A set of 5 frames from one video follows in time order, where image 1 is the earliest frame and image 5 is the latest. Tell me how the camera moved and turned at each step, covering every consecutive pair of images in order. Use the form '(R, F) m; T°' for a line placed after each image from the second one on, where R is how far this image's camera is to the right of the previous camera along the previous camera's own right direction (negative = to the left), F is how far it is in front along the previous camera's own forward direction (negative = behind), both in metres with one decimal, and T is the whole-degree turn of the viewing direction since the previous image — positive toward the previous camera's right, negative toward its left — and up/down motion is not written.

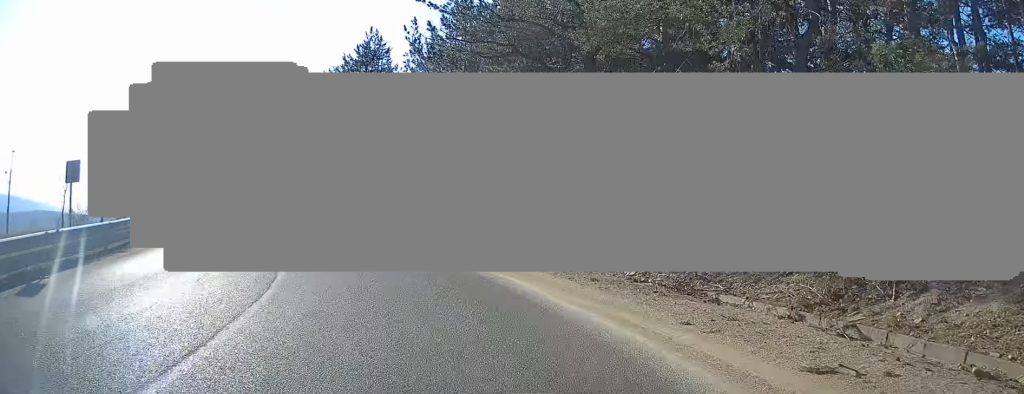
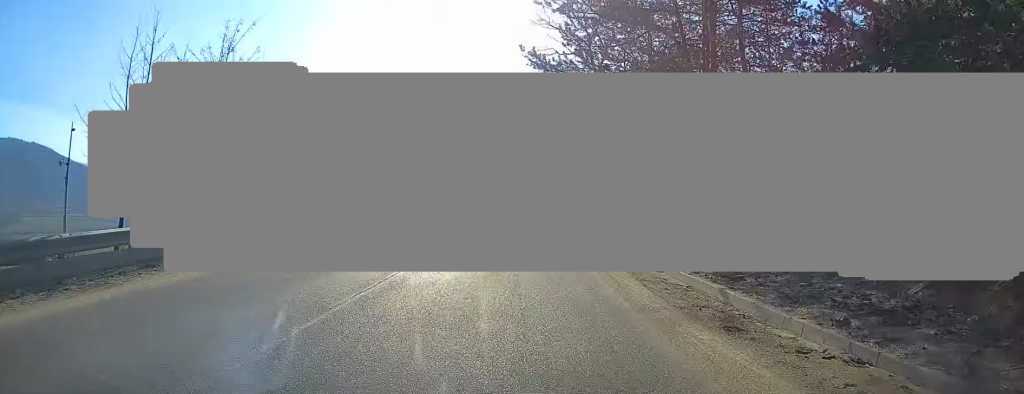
(-6.5, +22.3) m; -29°
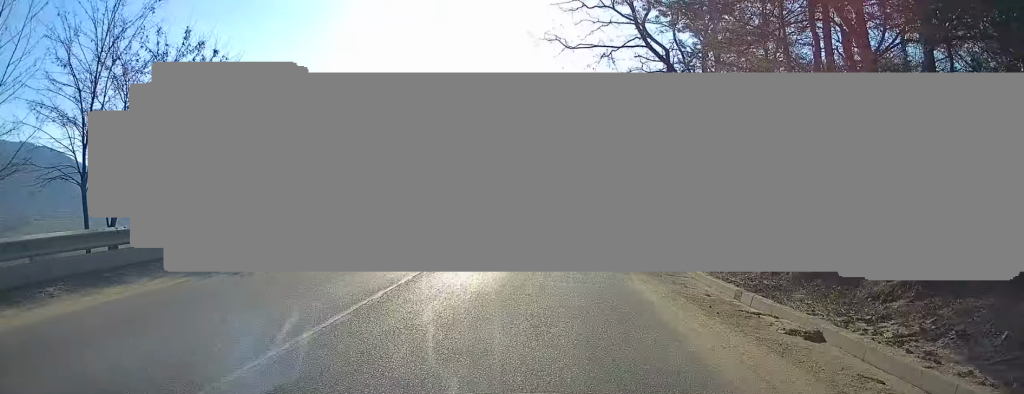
(-0.5, +6.9) m; -1°
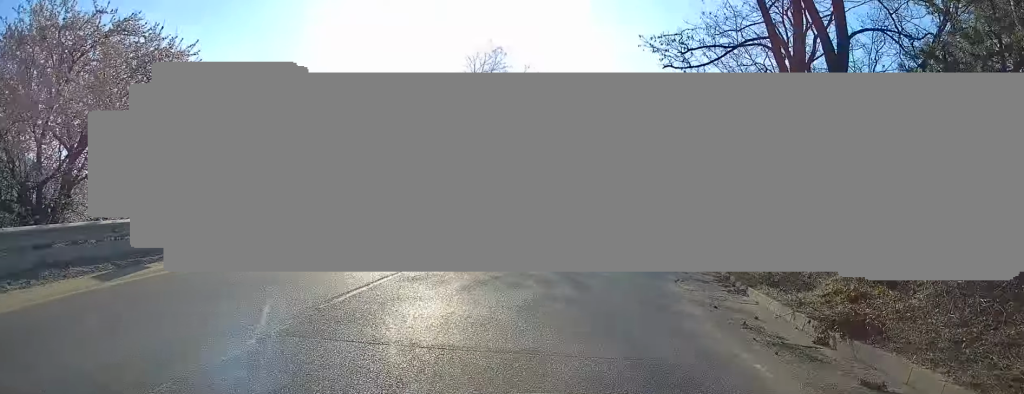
(+0.1, +10.0) m; +5°
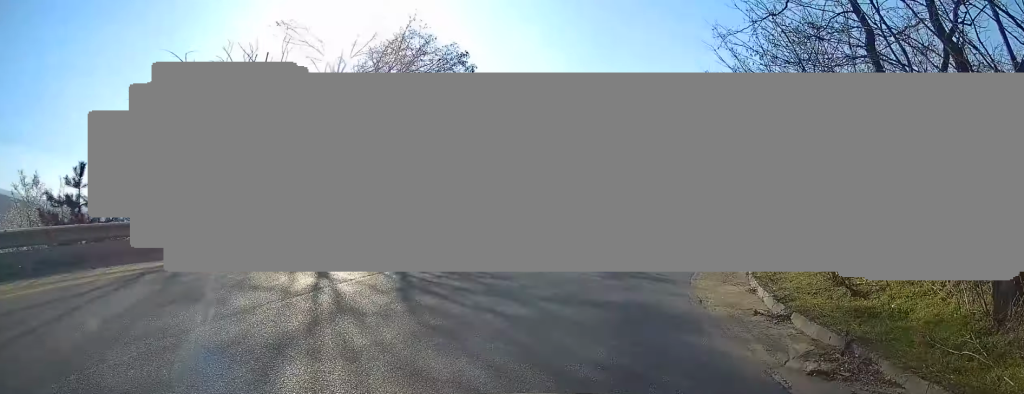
(+0.7, +9.9) m; +10°
